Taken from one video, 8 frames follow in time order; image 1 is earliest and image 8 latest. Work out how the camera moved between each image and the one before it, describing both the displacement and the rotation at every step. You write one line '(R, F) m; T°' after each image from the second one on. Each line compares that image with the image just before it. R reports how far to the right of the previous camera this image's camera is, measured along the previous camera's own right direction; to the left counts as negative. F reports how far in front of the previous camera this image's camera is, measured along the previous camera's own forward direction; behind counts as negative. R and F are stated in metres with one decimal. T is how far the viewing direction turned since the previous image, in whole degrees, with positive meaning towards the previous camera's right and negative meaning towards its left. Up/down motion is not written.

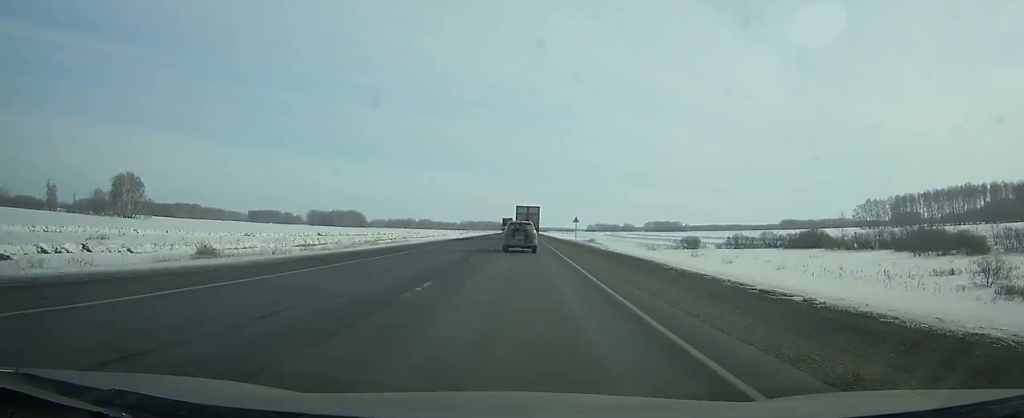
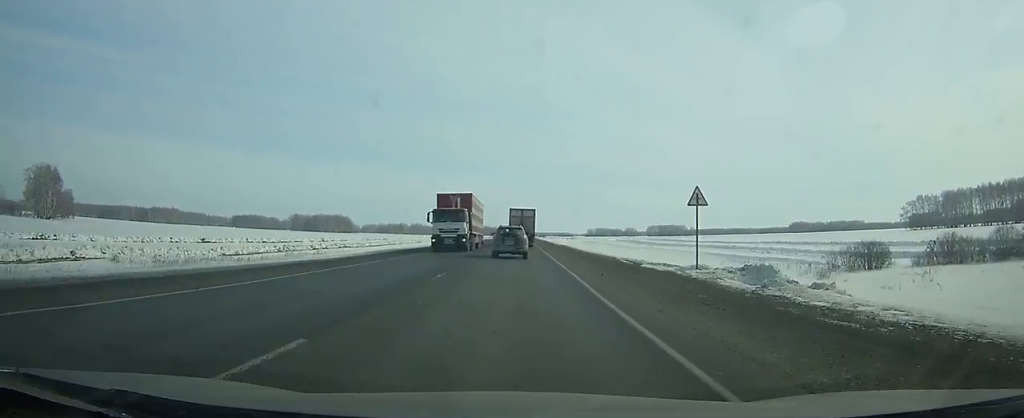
(0.0, +55.7) m; 0°
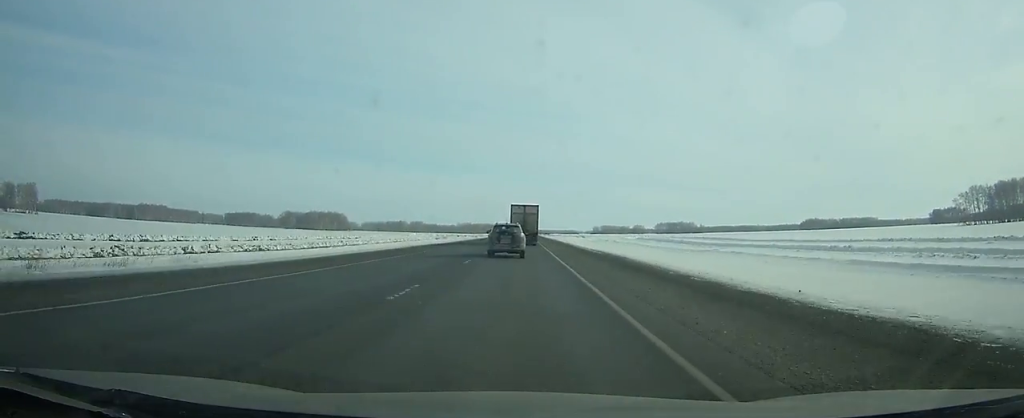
(-0.1, +41.5) m; 0°
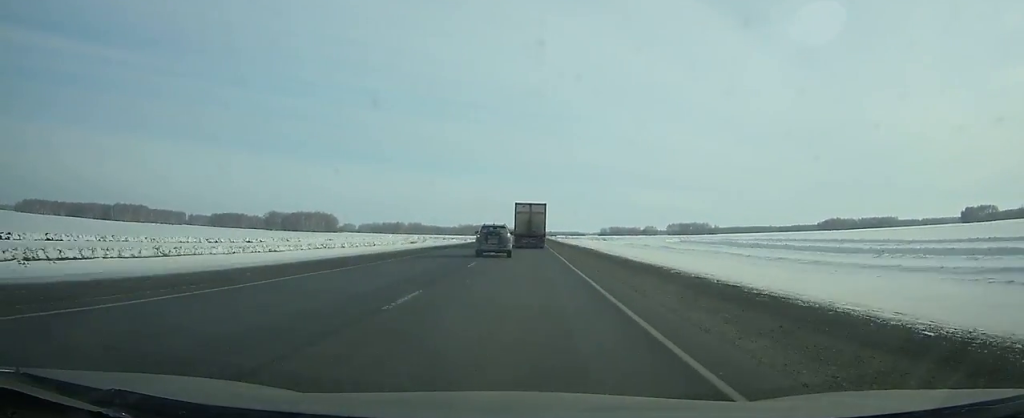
(-0.1, +62.4) m; 0°
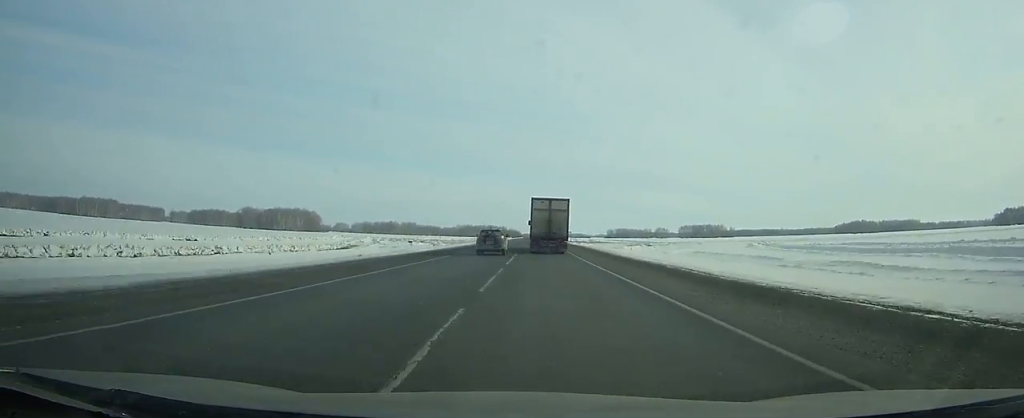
(-0.4, +72.0) m; 0°
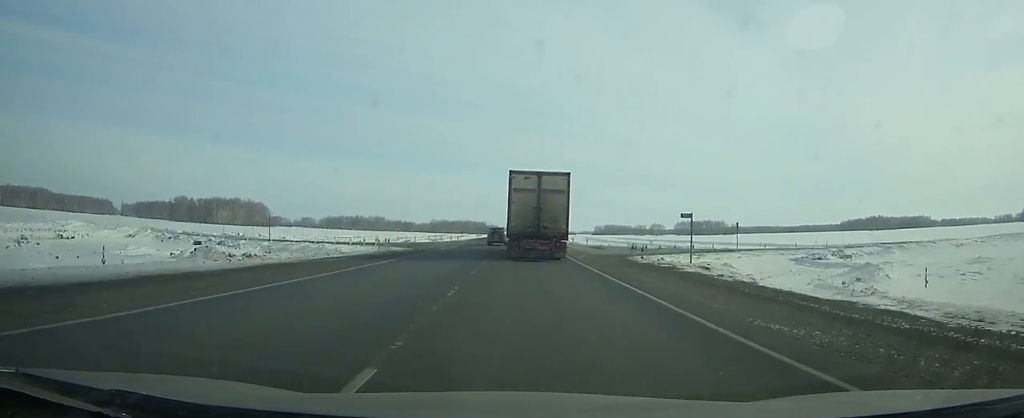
(+0.7, +90.6) m; +1°
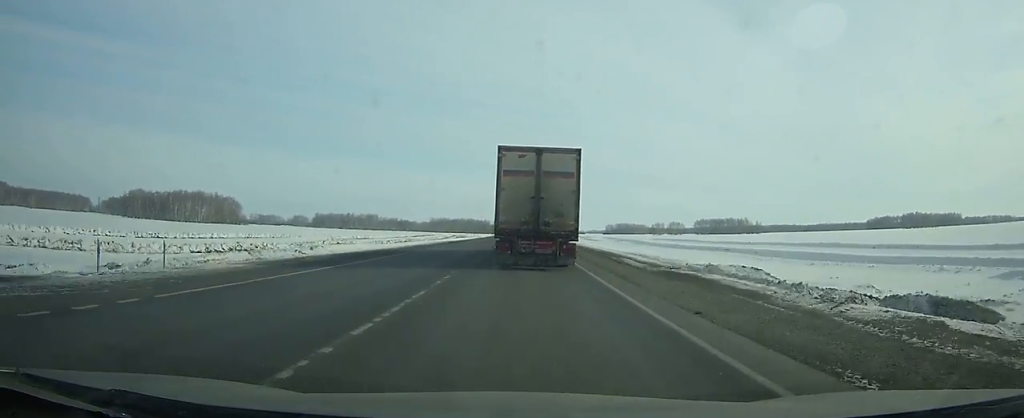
(0.0, +74.8) m; 0°
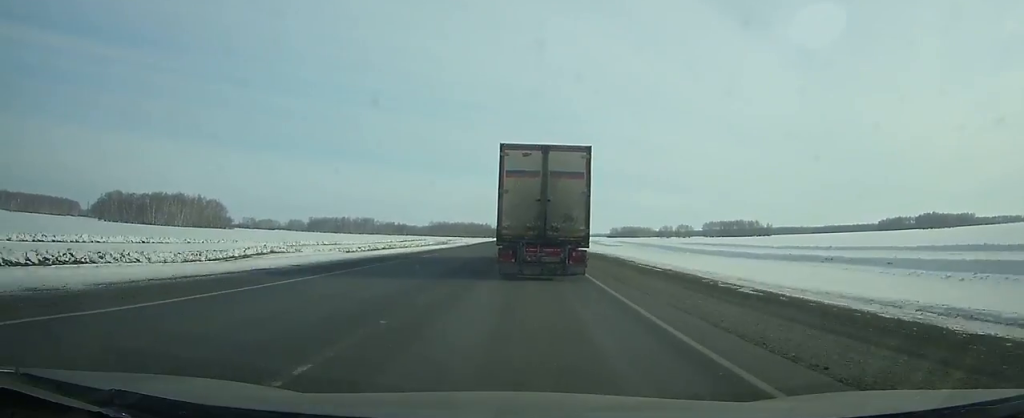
(-0.1, +31.1) m; 0°
